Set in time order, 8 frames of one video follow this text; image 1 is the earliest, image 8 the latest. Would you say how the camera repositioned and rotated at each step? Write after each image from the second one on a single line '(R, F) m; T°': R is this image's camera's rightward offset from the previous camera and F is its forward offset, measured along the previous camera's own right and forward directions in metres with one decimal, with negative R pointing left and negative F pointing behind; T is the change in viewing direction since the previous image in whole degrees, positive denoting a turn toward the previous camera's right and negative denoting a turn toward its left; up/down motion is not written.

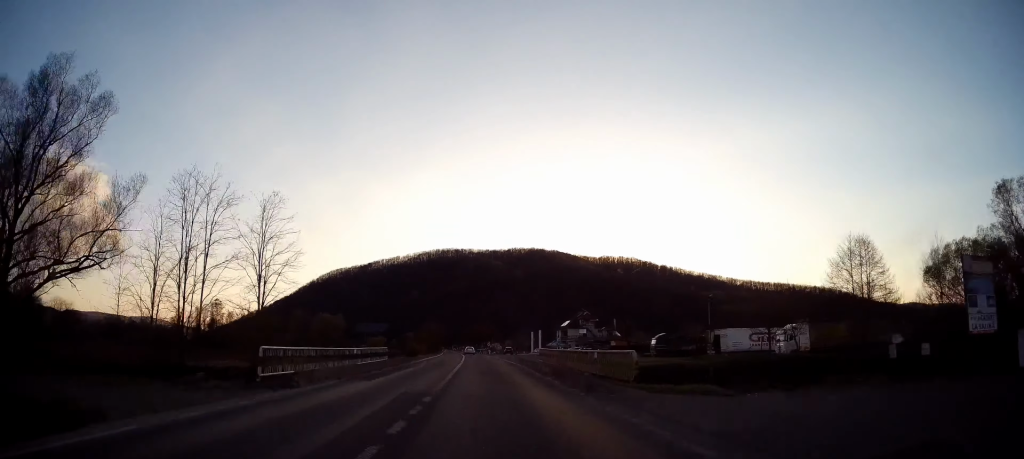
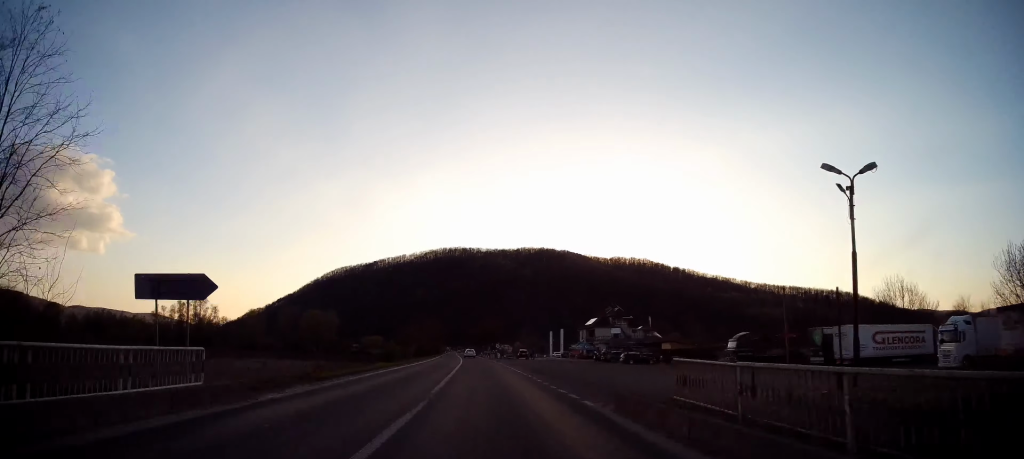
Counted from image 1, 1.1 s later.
(+0.1, +25.9) m; 0°
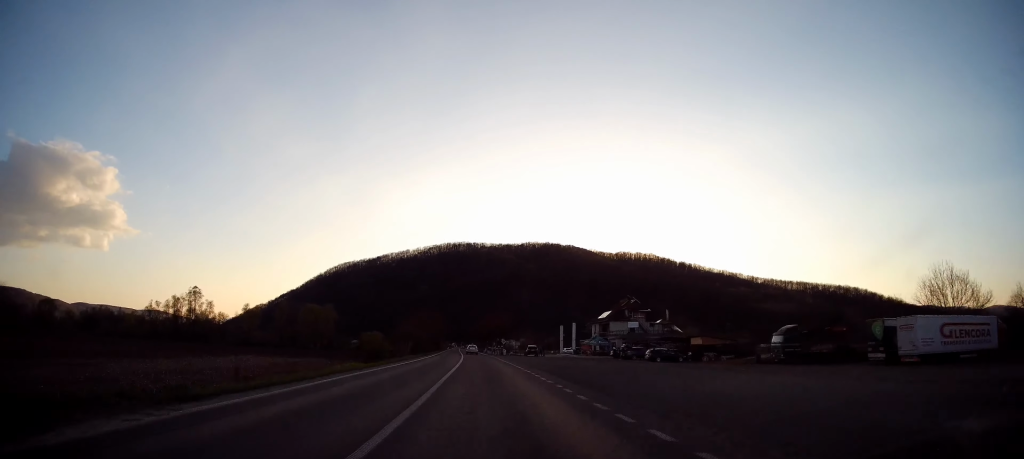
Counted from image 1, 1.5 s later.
(+0.1, +9.1) m; 0°
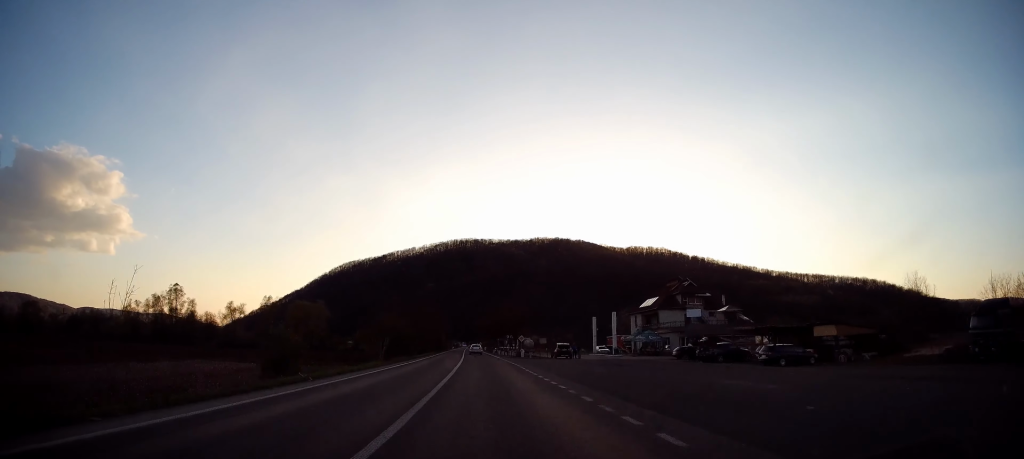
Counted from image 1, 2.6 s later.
(-0.7, +24.1) m; -3°
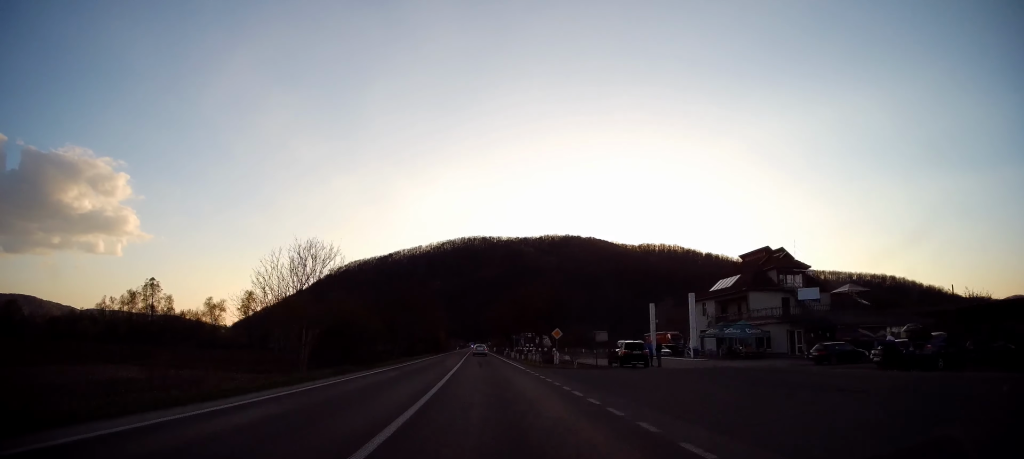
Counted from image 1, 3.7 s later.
(-0.5, +24.8) m; -1°
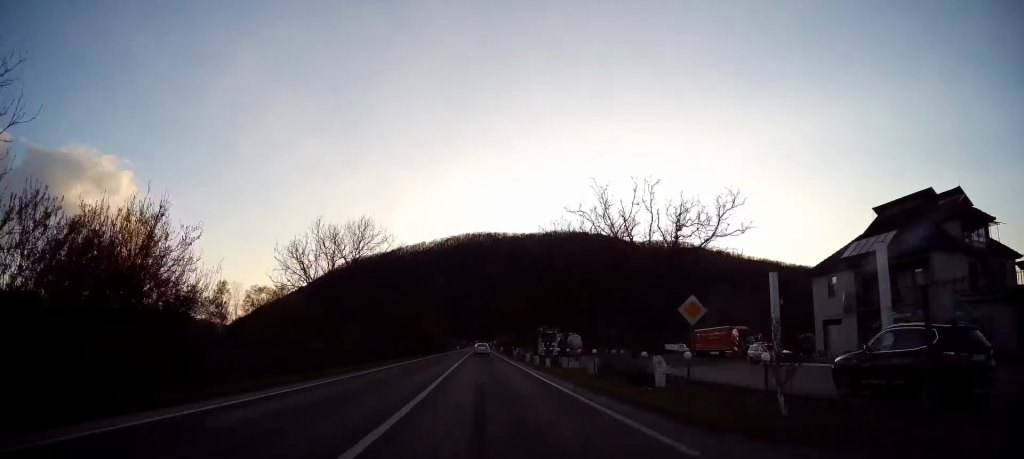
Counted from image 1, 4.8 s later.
(+0.2, +23.9) m; +1°
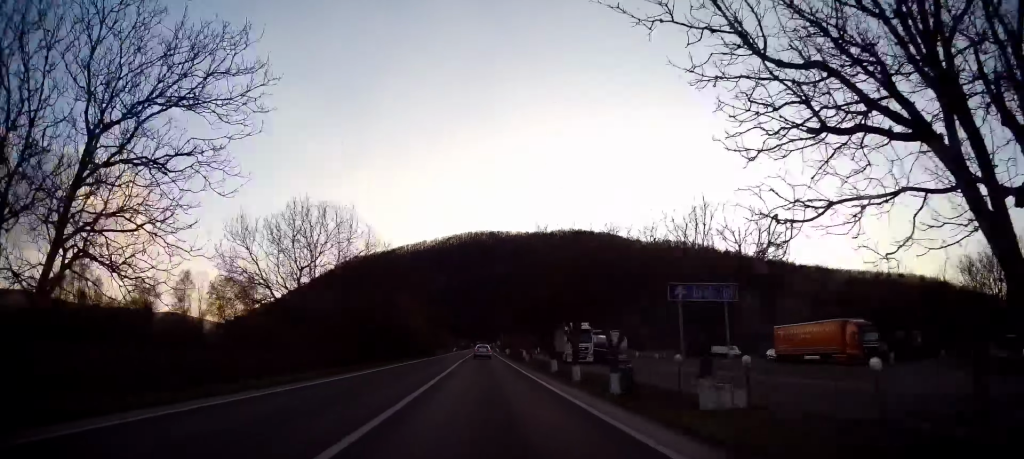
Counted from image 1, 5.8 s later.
(+0.1, +23.8) m; -1°
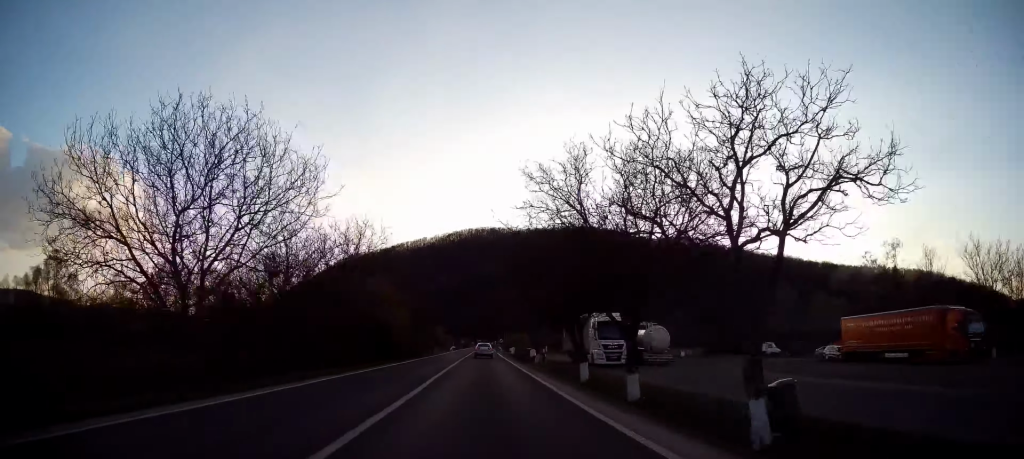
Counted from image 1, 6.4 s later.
(-0.2, +12.6) m; -1°
